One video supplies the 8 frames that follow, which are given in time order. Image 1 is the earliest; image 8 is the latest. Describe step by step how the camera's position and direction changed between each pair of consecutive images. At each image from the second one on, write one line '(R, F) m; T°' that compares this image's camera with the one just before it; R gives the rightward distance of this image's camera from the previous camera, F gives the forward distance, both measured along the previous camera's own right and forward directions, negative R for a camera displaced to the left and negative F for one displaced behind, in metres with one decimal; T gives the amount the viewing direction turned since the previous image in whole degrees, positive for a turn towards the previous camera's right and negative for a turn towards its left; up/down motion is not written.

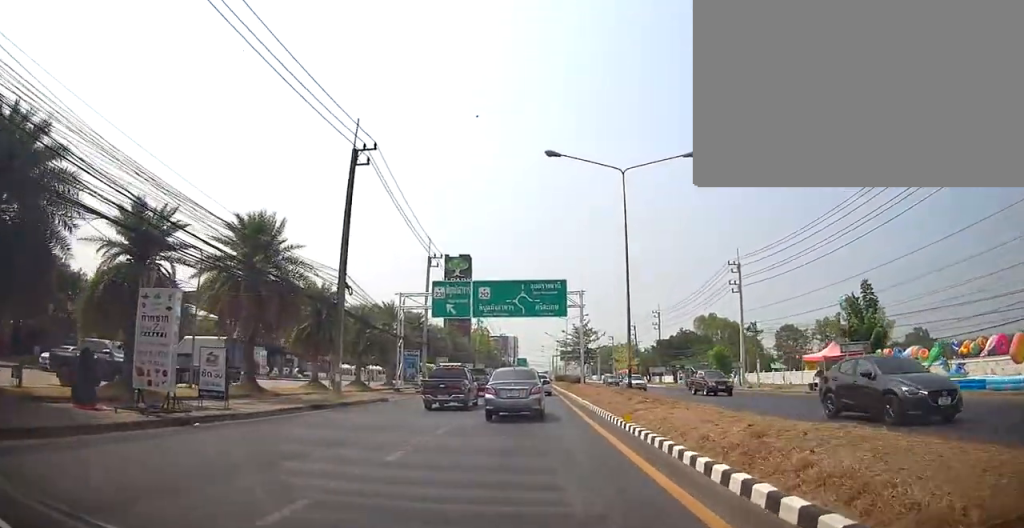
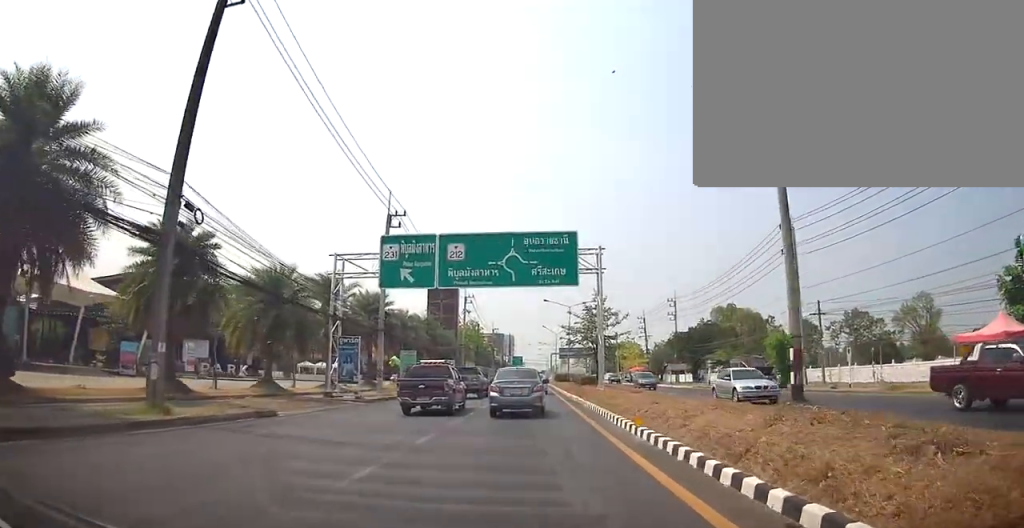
(-0.1, +13.6) m; +1°
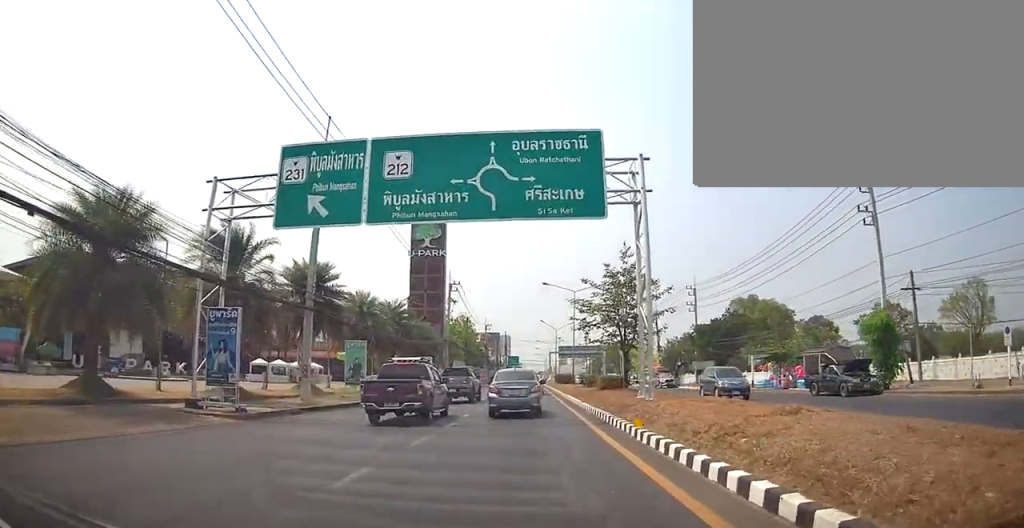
(+0.3, +11.9) m; 0°
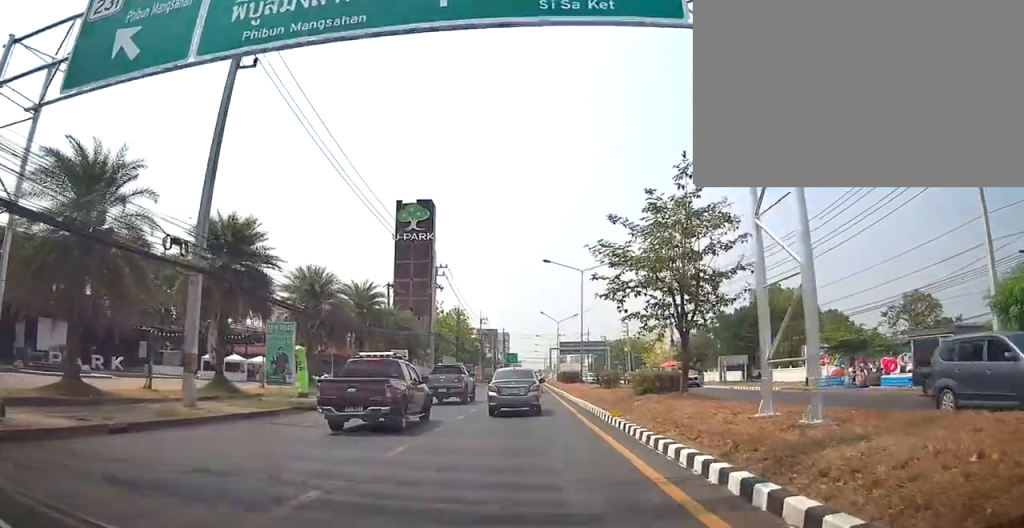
(-0.1, +9.2) m; 0°
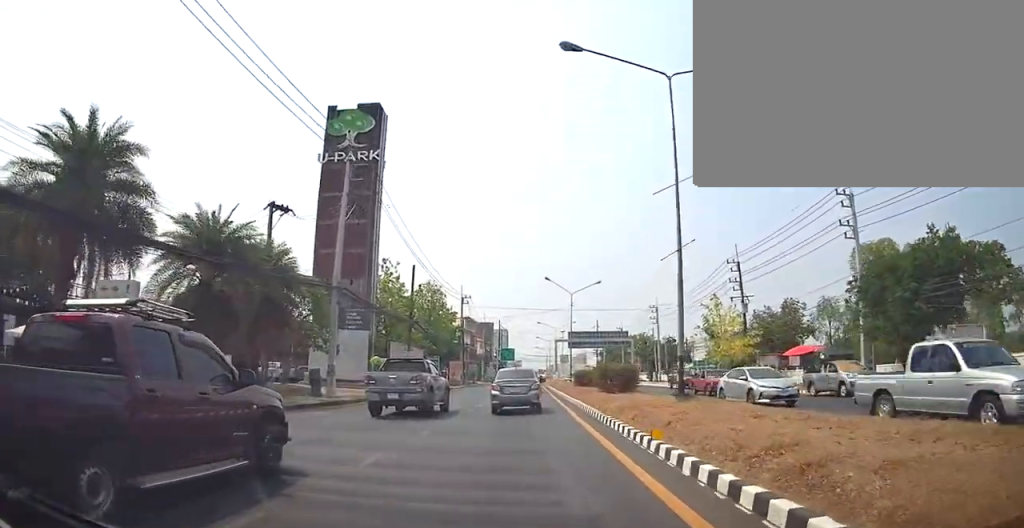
(+0.8, +28.6) m; +2°
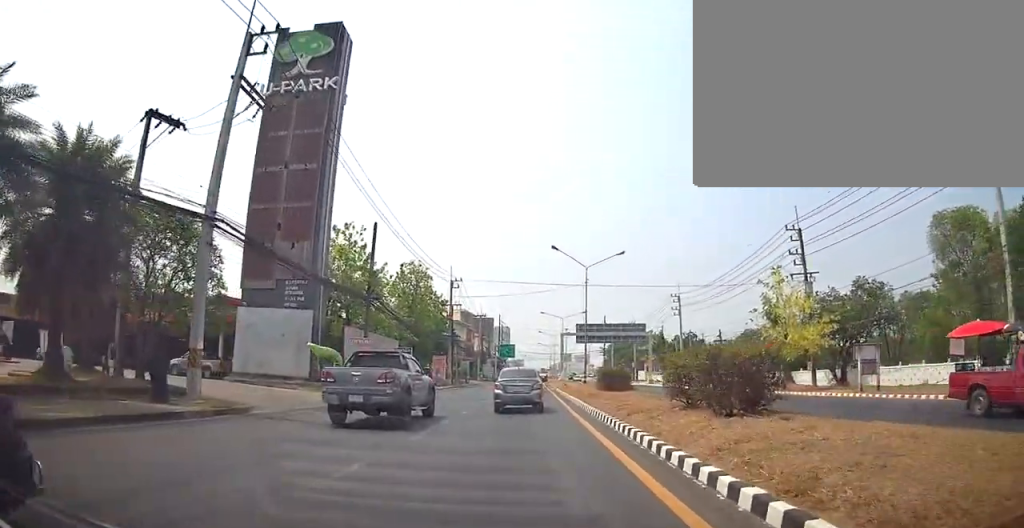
(-0.3, +12.9) m; -2°
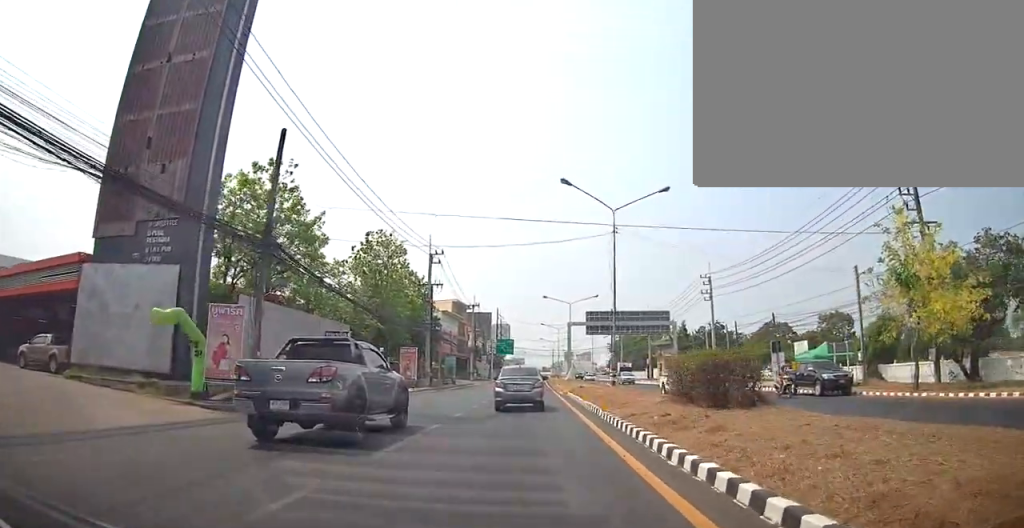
(-0.2, +14.1) m; 0°
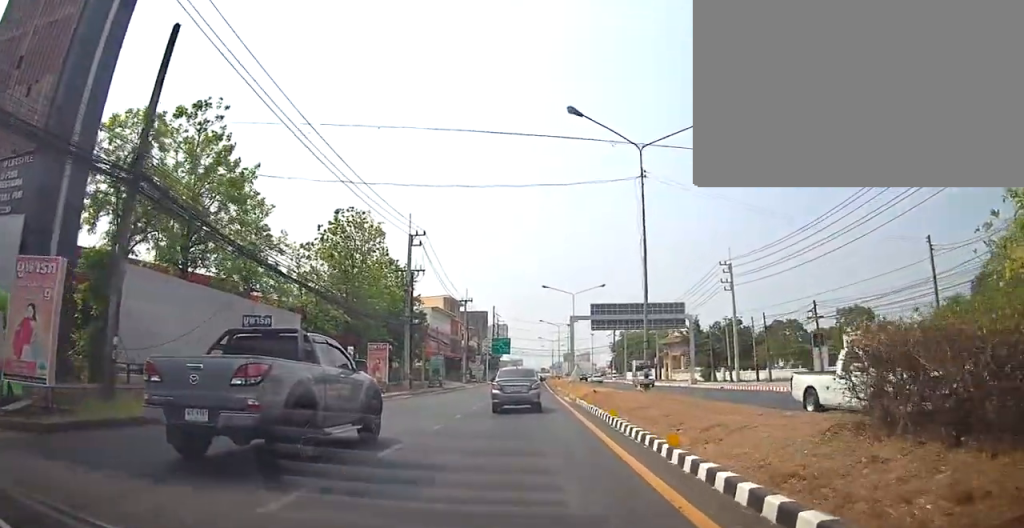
(+0.5, +7.9) m; 0°
